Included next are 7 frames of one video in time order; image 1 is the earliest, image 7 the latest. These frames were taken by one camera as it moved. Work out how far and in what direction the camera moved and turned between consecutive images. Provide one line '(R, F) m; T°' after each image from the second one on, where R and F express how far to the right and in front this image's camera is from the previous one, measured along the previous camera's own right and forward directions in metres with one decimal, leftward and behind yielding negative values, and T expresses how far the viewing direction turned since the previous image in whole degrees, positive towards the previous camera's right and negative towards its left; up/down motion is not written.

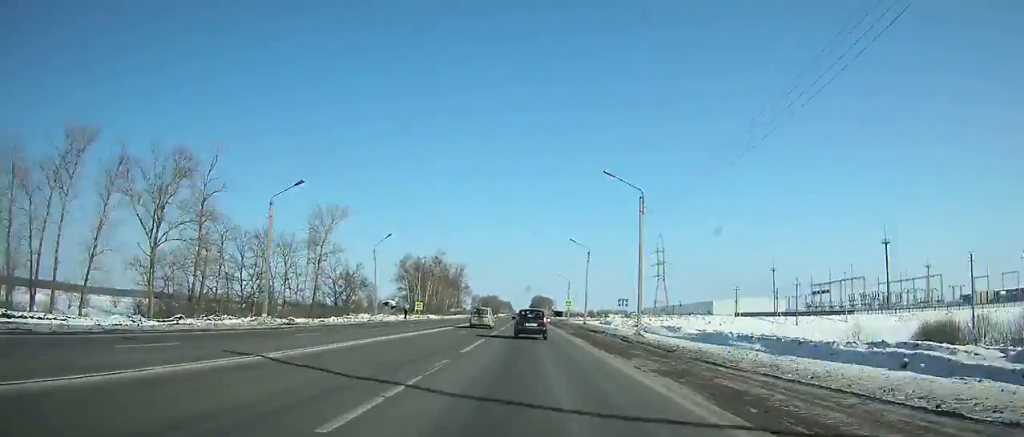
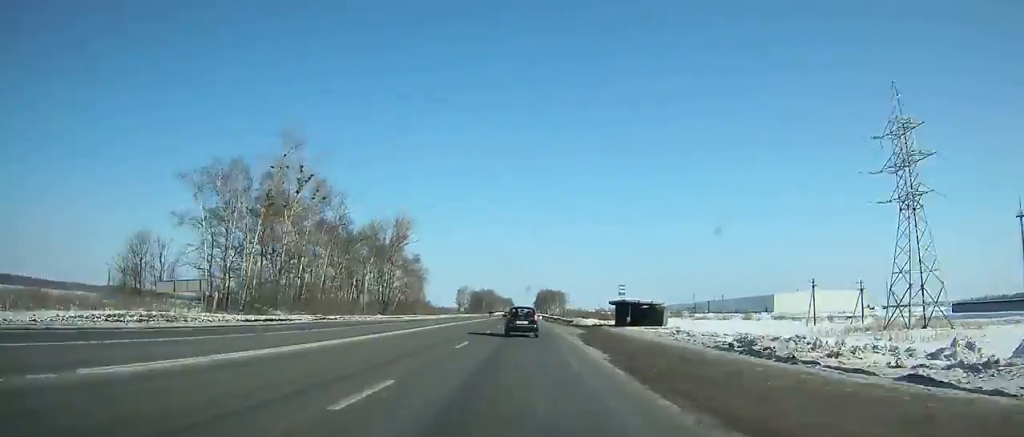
(+0.3, +134.8) m; 0°
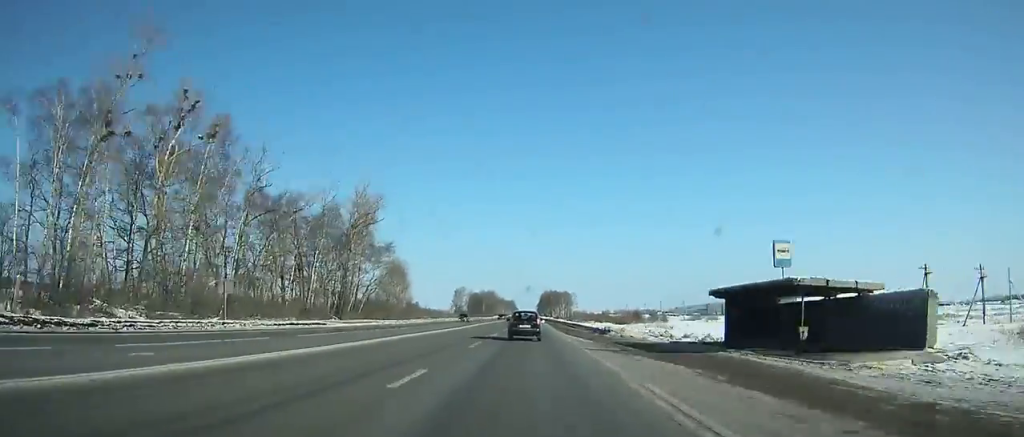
(-0.3, +34.7) m; 0°
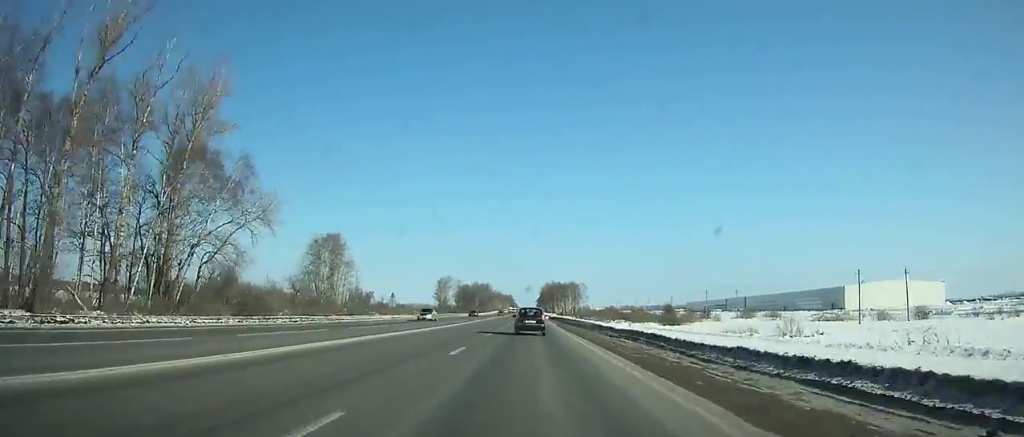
(+0.1, +65.6) m; 0°
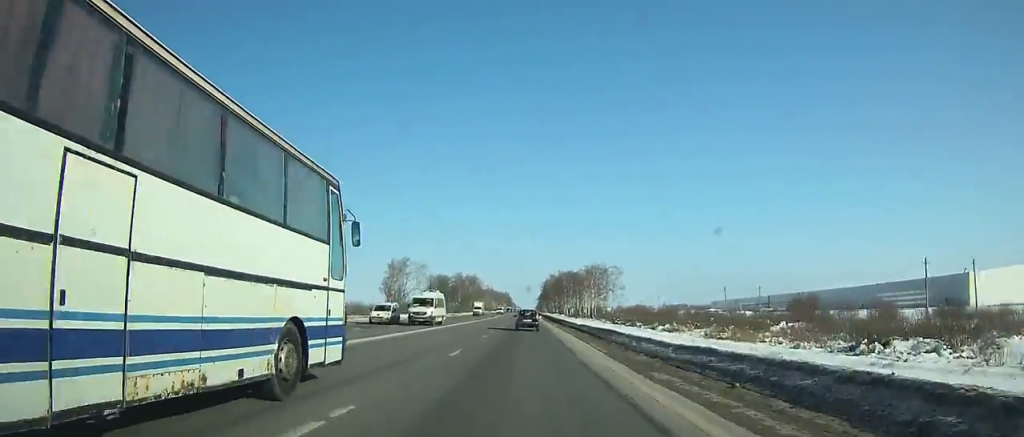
(-0.1, +107.3) m; 0°
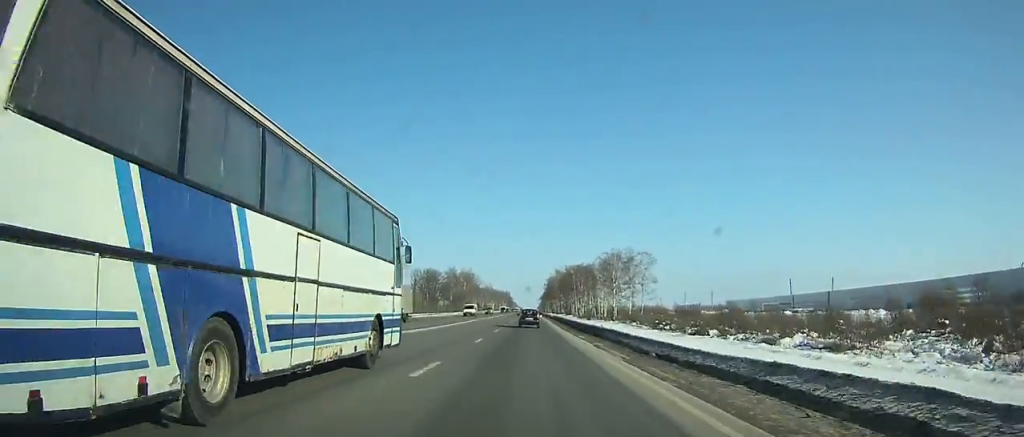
(-0.1, +41.1) m; 0°
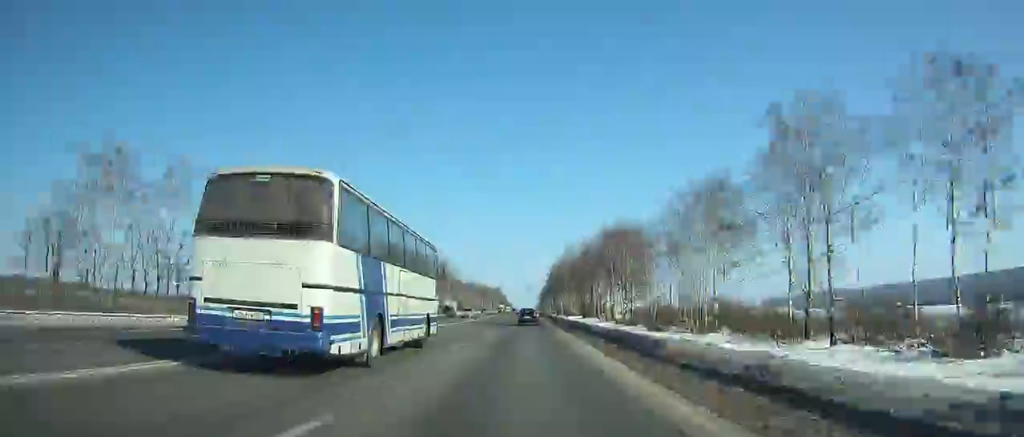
(-1.9, +99.8) m; -2°
